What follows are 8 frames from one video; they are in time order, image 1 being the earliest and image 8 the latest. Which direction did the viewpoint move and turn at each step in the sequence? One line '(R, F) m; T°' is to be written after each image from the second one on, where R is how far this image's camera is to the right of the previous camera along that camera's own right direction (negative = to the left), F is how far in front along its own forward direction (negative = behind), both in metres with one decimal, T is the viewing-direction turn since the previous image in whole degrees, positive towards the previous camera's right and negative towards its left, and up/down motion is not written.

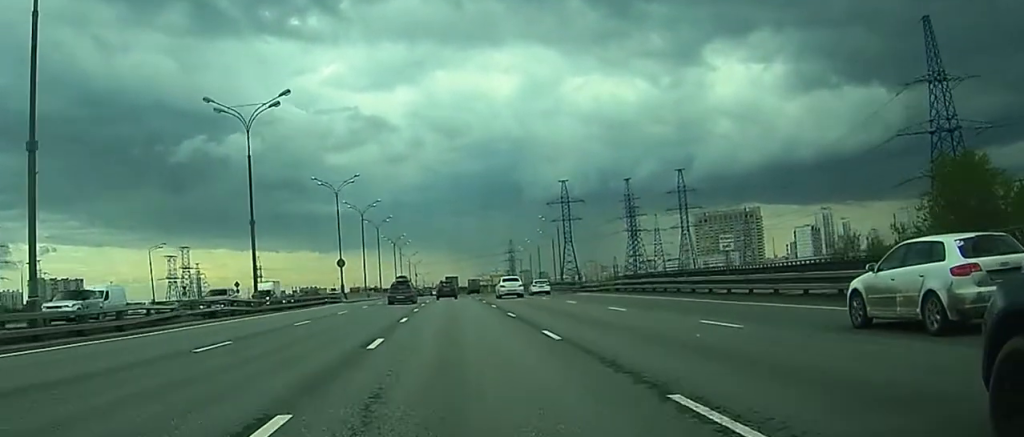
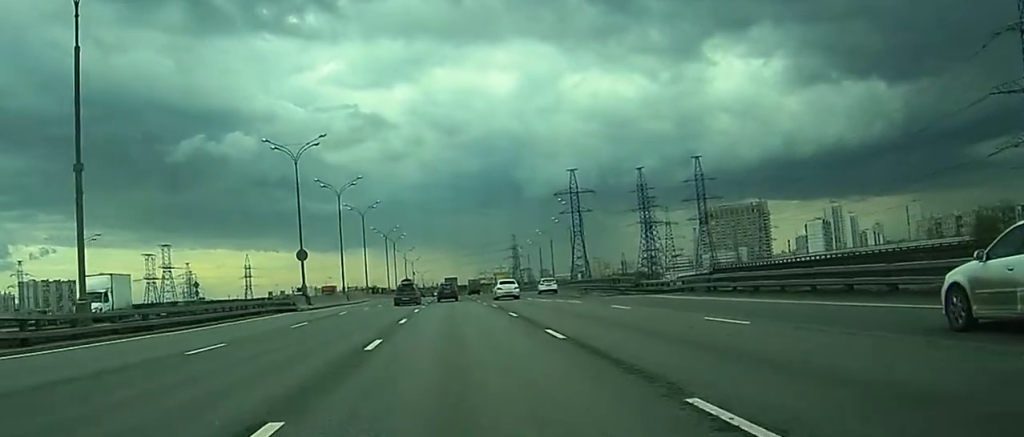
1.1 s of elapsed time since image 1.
(+0.1, +25.3) m; +1°
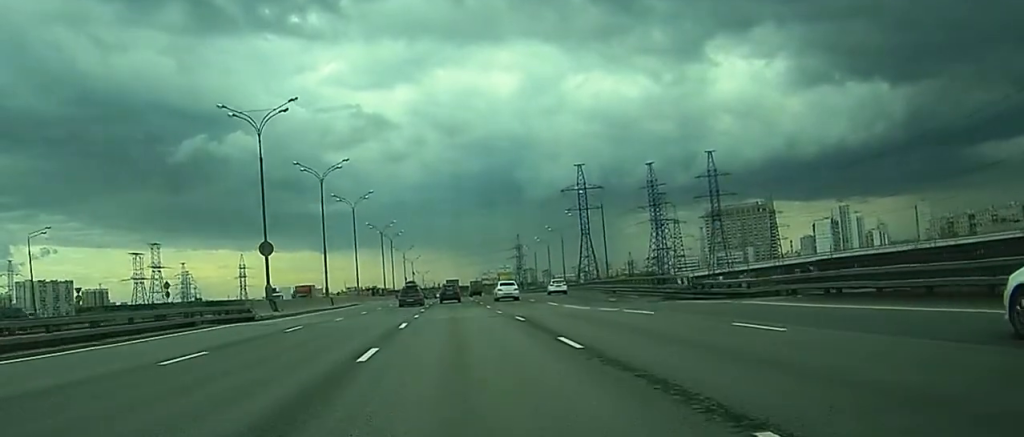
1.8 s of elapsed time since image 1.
(-0.1, +14.3) m; +1°
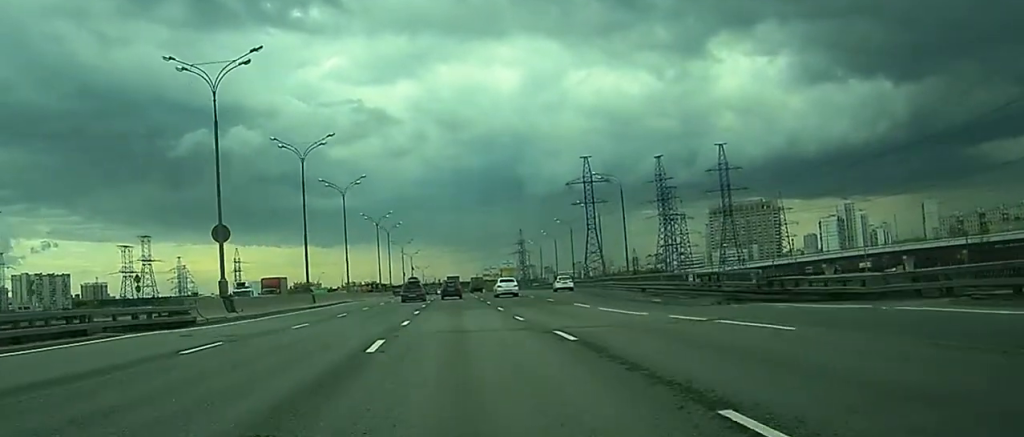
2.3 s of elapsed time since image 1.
(+0.4, +11.3) m; +1°
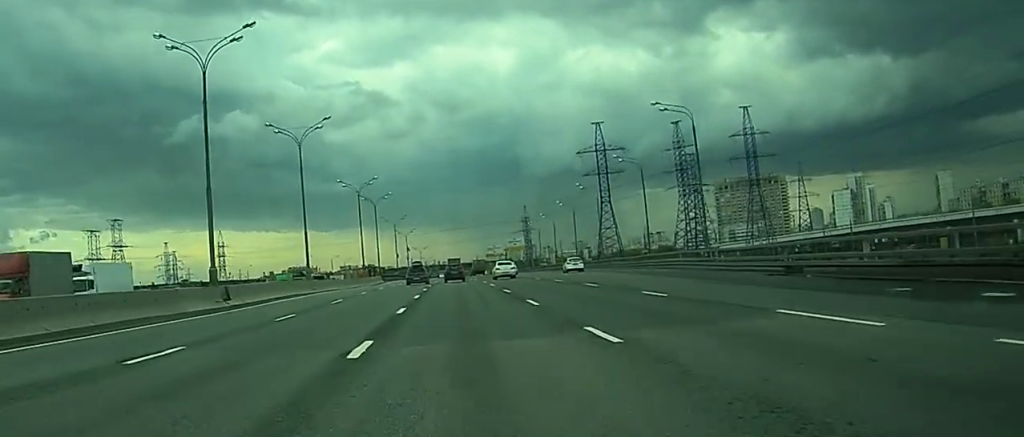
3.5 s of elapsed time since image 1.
(+0.3, +28.1) m; -1°
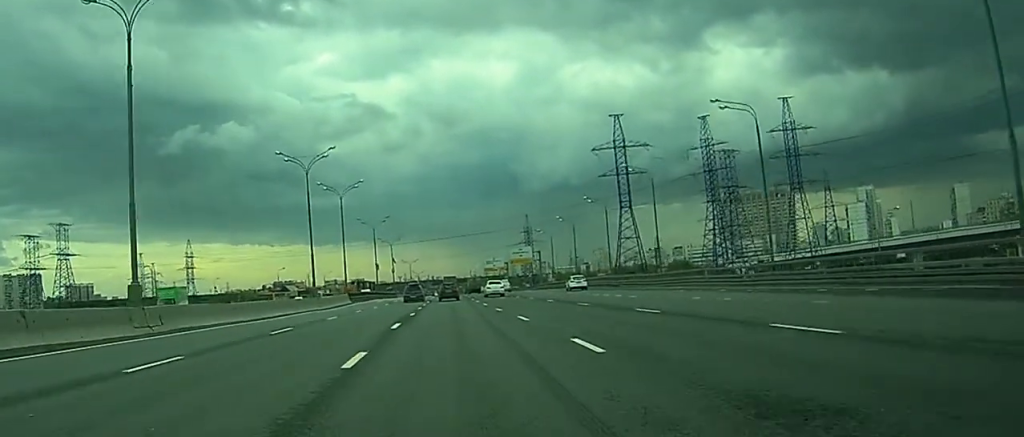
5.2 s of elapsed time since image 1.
(-1.5, +37.7) m; -2°
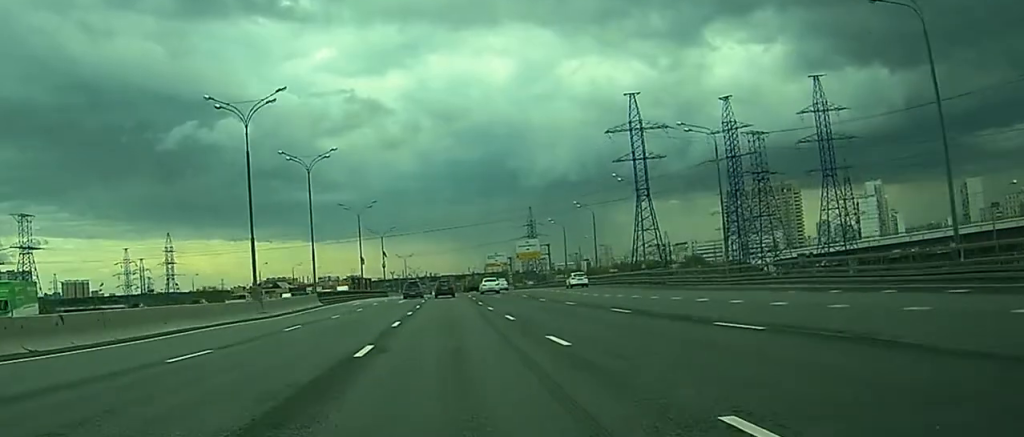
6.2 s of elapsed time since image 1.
(+0.4, +22.1) m; +2°
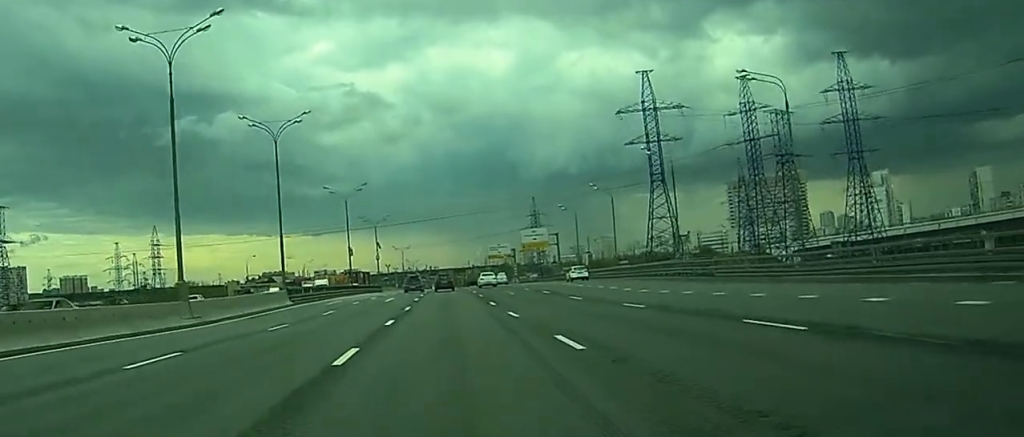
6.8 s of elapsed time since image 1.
(+0.3, +14.4) m; +1°
